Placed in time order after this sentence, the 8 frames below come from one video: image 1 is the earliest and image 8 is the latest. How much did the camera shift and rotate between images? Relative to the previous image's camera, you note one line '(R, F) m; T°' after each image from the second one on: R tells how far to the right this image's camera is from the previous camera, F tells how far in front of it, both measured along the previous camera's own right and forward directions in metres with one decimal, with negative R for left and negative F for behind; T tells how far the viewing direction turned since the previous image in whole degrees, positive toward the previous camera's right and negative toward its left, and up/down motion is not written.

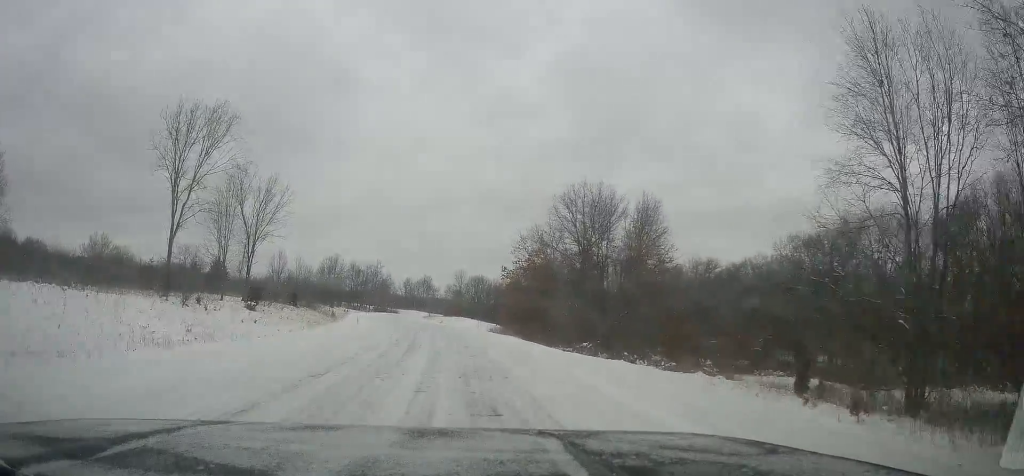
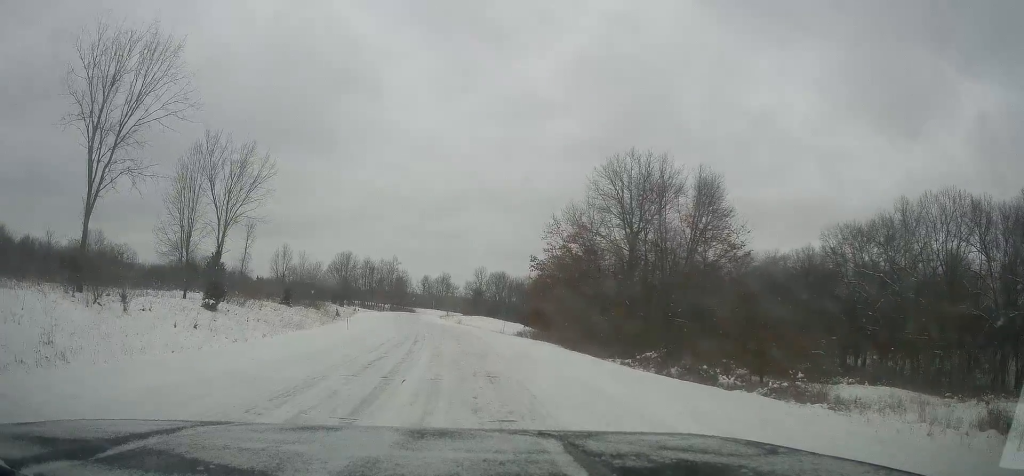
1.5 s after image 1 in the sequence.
(+0.2, +10.3) m; -2°
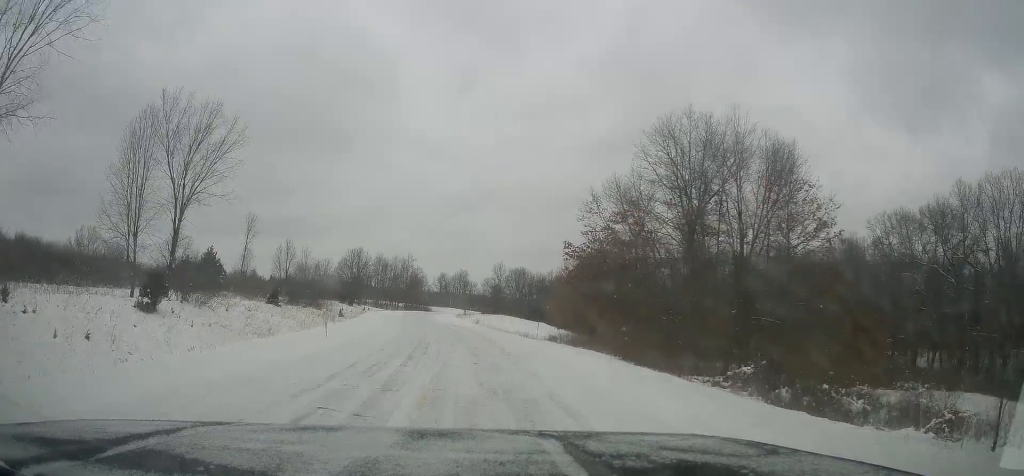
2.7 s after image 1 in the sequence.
(-0.3, +9.6) m; -4°
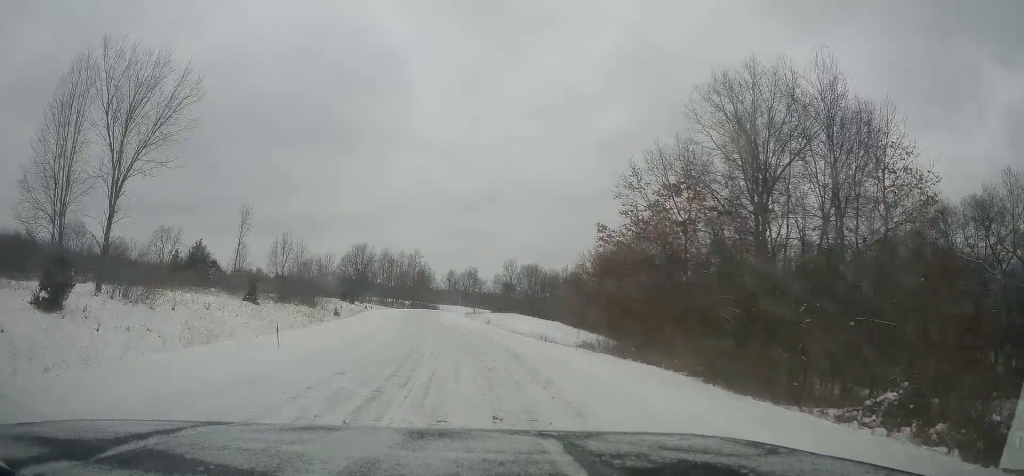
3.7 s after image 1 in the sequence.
(-0.3, +8.4) m; -1°
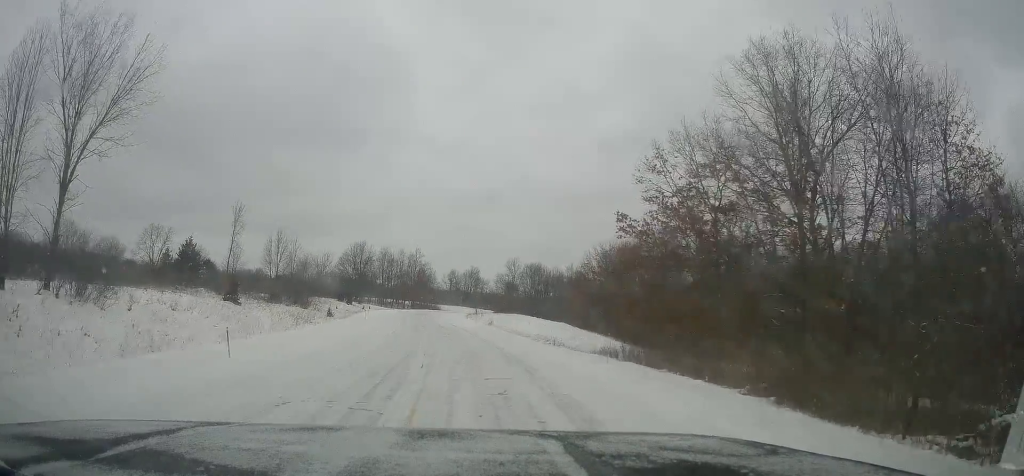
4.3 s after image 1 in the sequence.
(0.0, +4.4) m; -1°
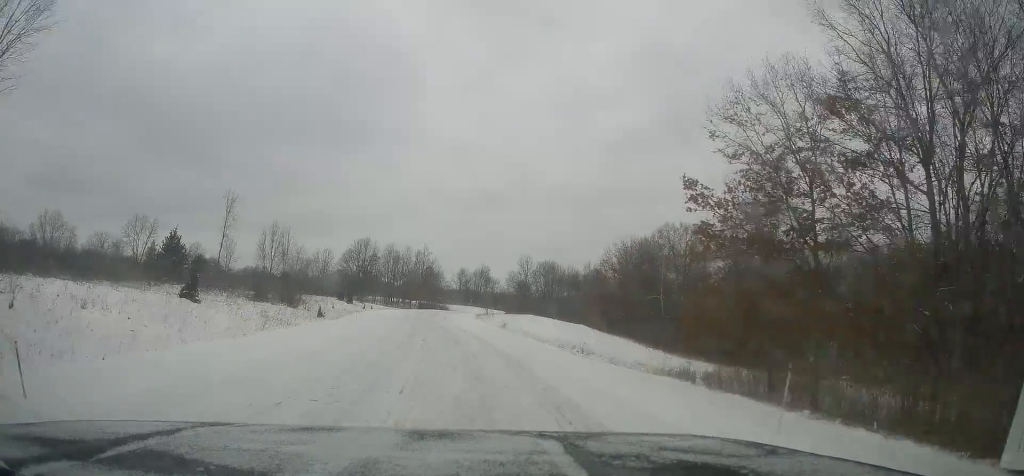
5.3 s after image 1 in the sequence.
(0.0, +8.6) m; -2°
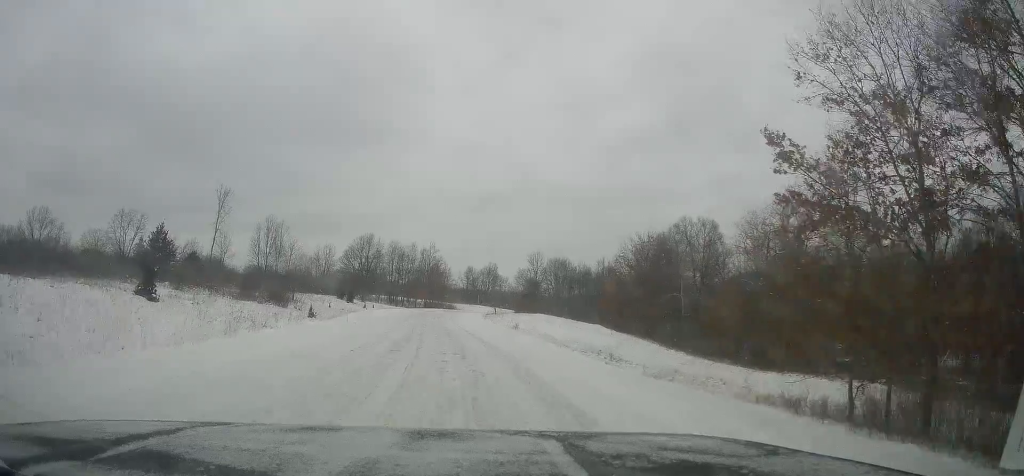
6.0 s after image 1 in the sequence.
(-0.5, +6.1) m; 0°
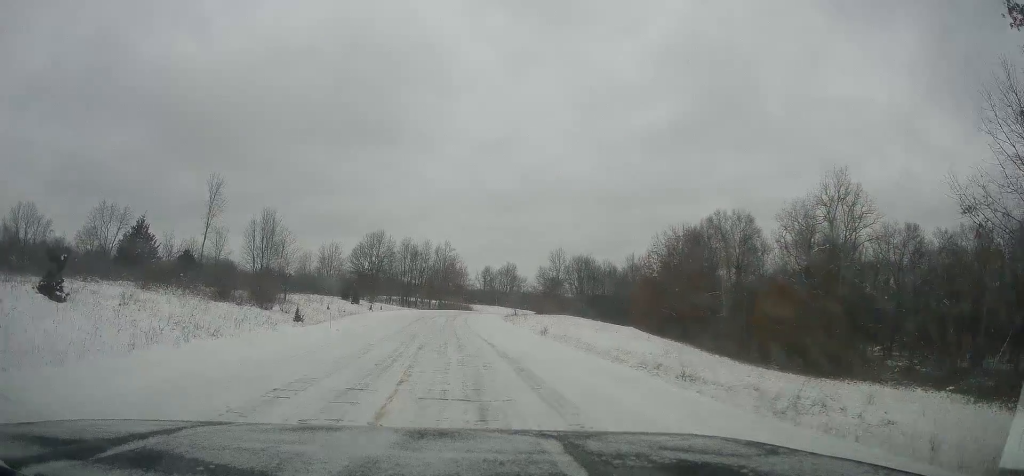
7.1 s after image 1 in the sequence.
(+0.7, +9.6) m; 0°
